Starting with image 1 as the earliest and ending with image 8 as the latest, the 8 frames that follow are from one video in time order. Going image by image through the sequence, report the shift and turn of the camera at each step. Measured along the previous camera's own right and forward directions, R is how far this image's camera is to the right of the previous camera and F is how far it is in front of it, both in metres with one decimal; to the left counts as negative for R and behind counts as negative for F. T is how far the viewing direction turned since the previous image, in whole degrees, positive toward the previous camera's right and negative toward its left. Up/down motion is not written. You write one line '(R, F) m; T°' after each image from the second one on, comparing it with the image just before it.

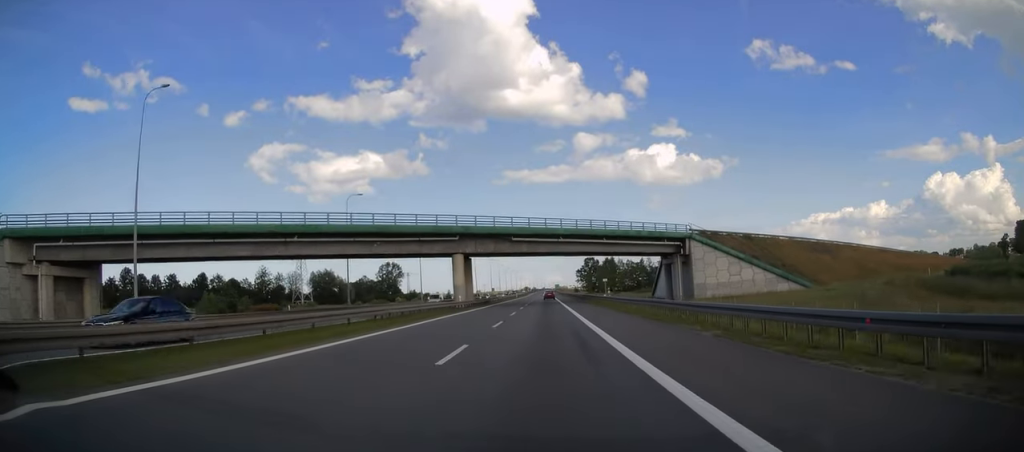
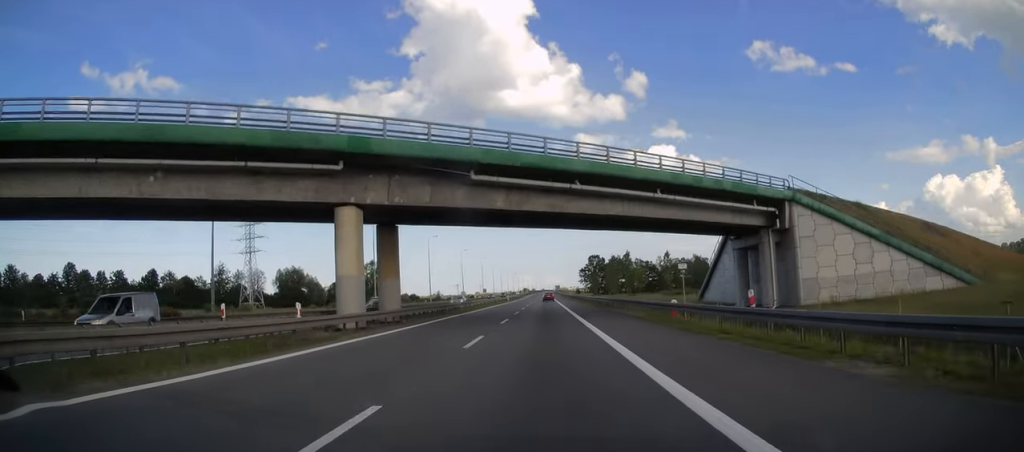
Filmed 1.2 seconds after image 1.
(-0.1, +32.2) m; +1°
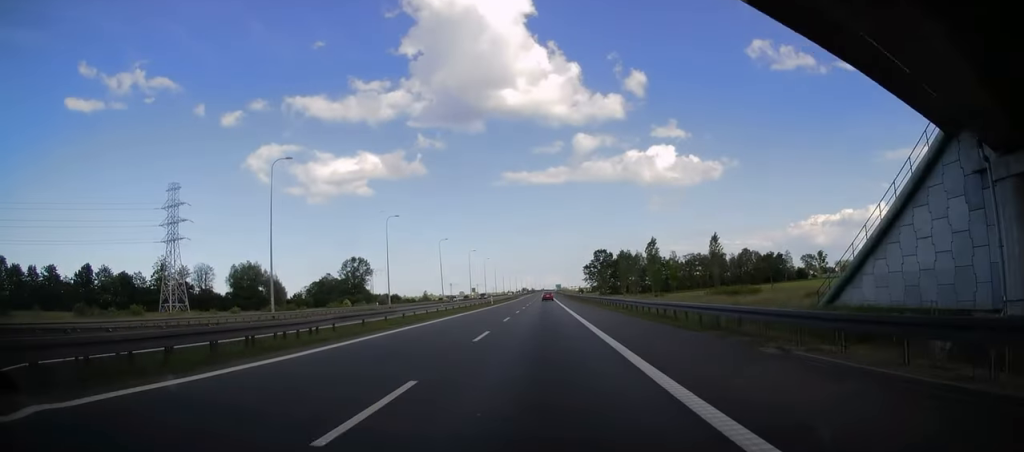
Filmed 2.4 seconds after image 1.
(+0.3, +33.7) m; +1°
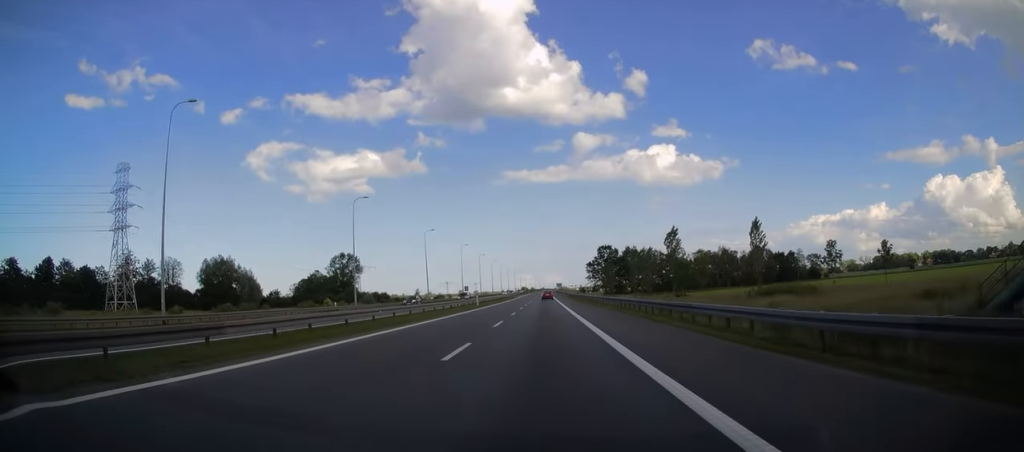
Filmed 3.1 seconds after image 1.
(0.0, +17.0) m; 0°
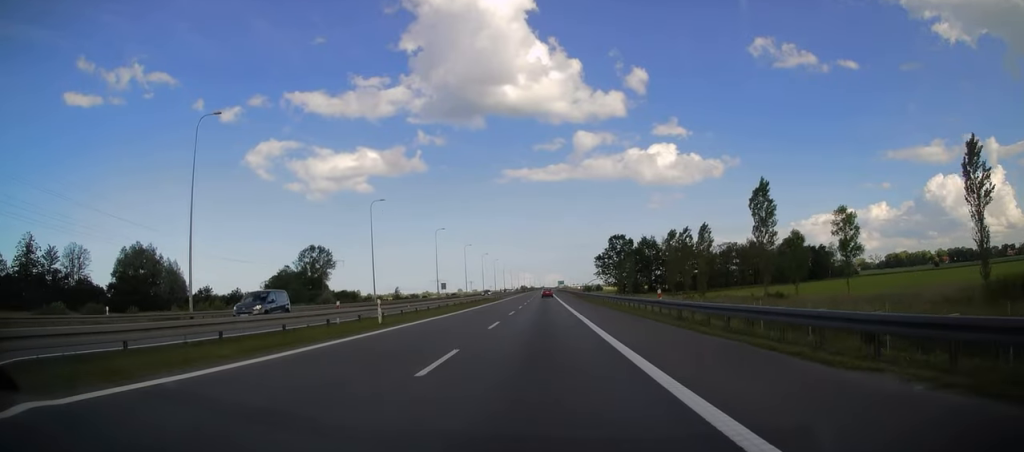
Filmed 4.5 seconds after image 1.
(-0.4, +38.1) m; -1°
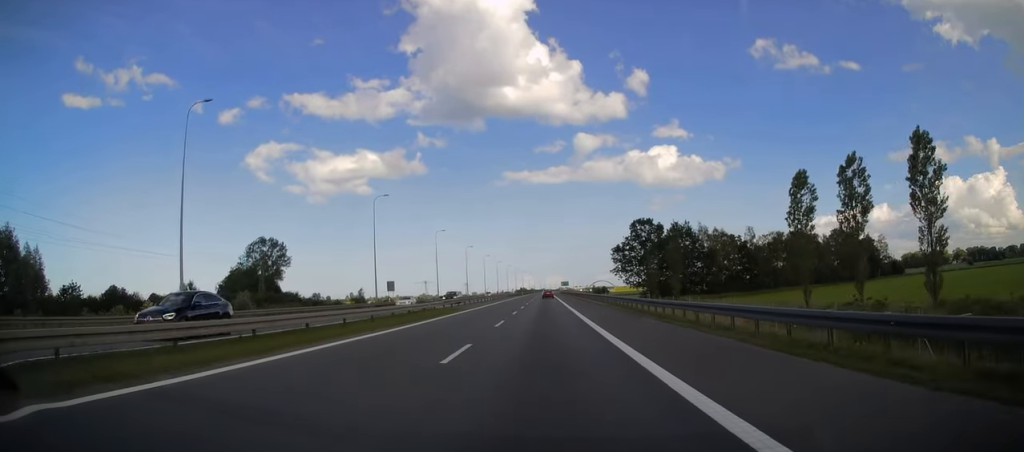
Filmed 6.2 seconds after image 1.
(+0.2, +46.0) m; 0°
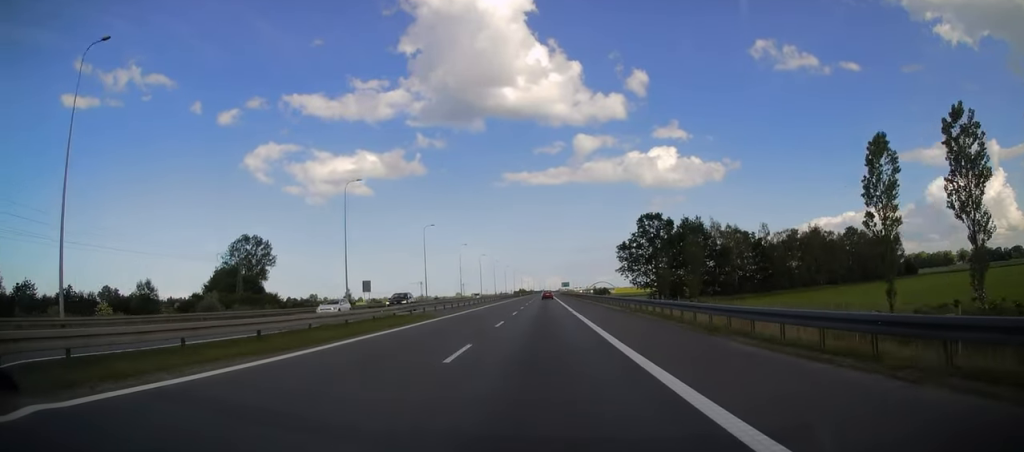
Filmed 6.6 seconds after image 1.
(-0.1, +11.6) m; 0°
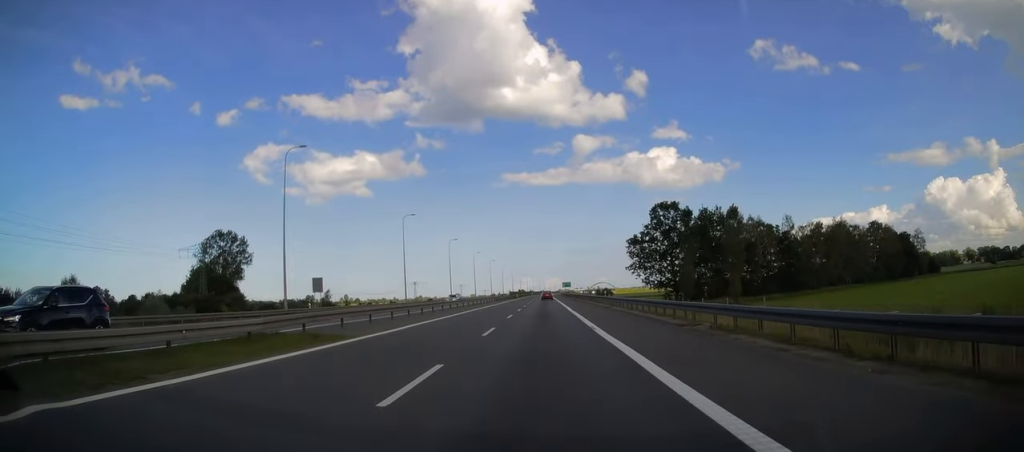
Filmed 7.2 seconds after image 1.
(0.0, +16.4) m; 0°
